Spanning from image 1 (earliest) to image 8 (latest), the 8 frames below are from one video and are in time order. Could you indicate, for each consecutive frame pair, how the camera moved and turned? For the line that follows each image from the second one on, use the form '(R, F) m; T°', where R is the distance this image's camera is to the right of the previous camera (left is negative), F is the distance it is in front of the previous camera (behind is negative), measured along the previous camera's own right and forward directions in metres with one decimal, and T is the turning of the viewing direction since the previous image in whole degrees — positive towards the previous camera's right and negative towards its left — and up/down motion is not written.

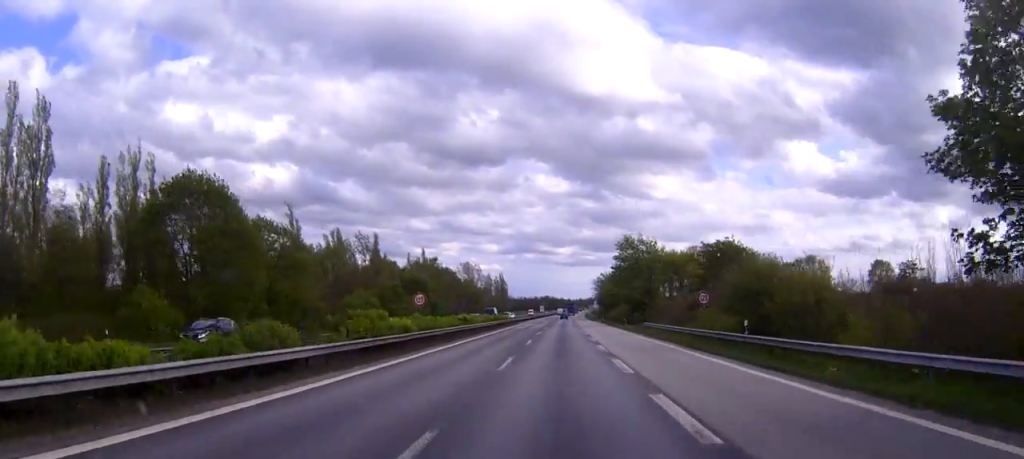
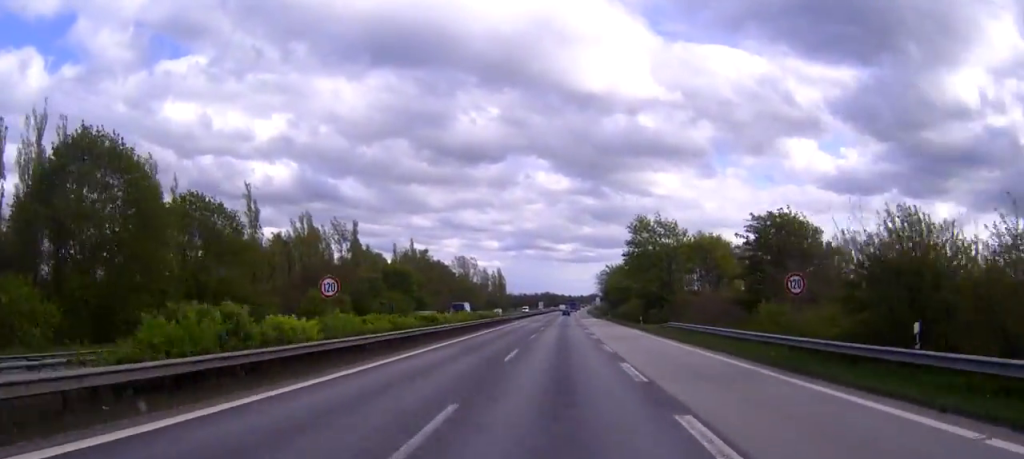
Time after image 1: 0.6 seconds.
(0.0, +15.6) m; 0°
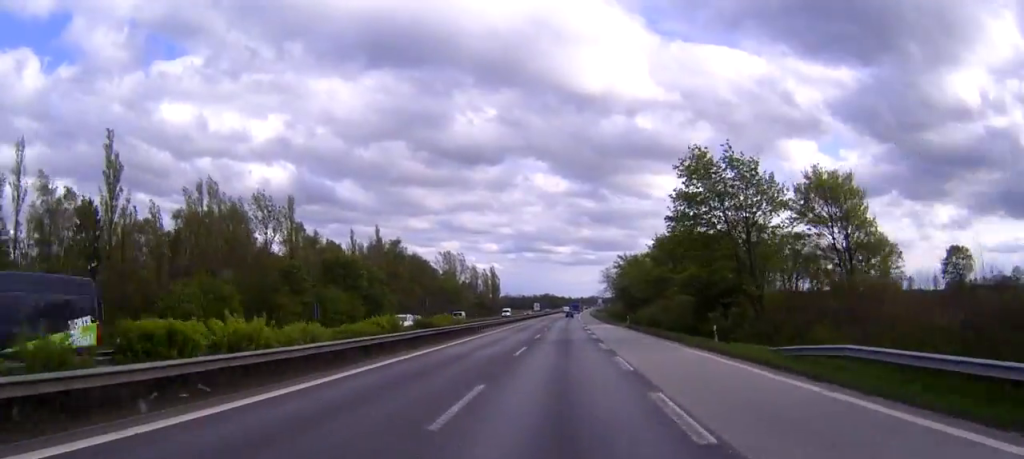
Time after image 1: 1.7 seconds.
(0.0, +32.2) m; 0°
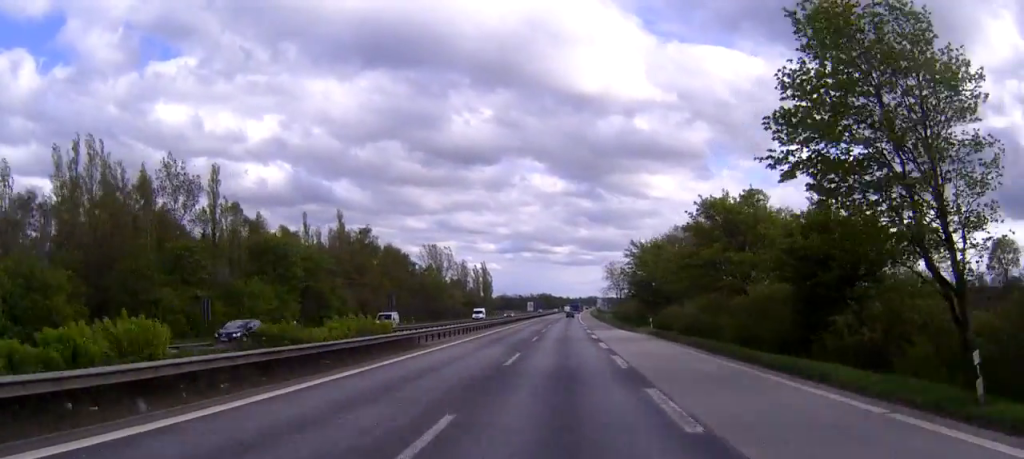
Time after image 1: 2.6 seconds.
(0.0, +23.0) m; 0°
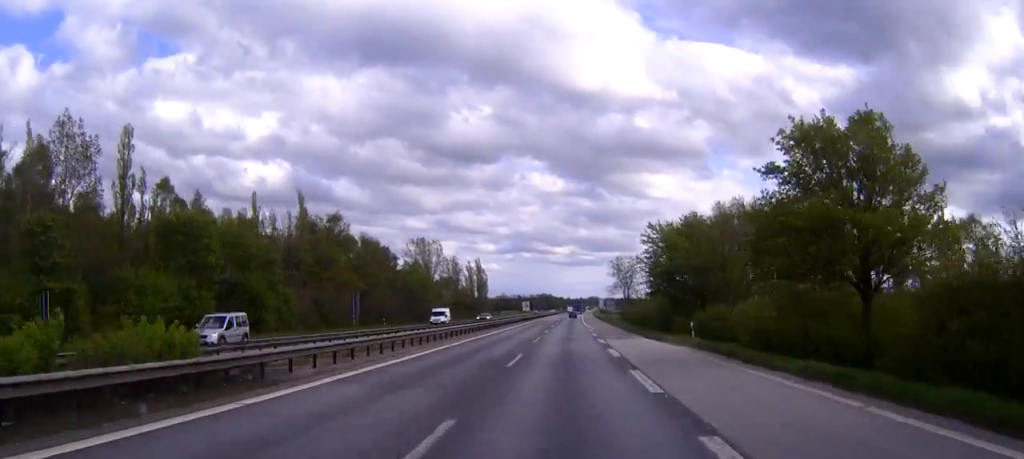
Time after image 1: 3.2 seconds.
(0.0, +18.4) m; 0°
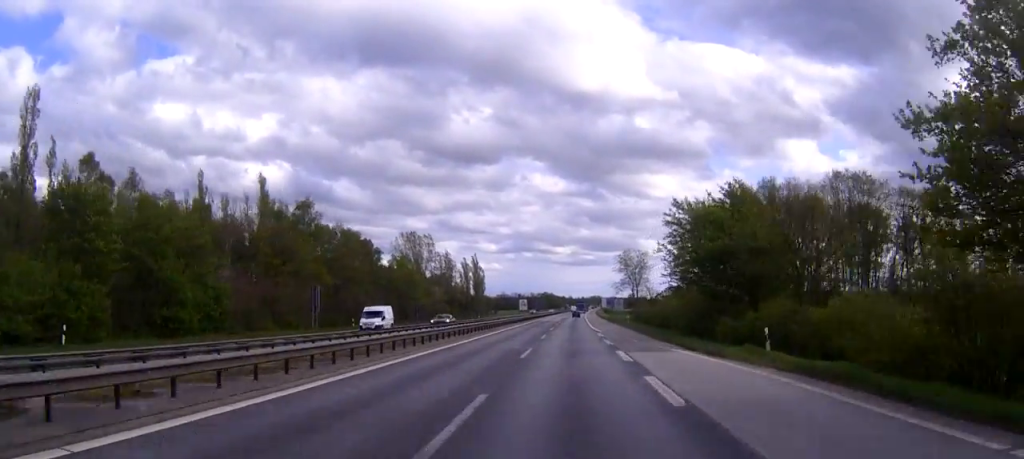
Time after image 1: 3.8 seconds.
(0.0, +14.7) m; 0°
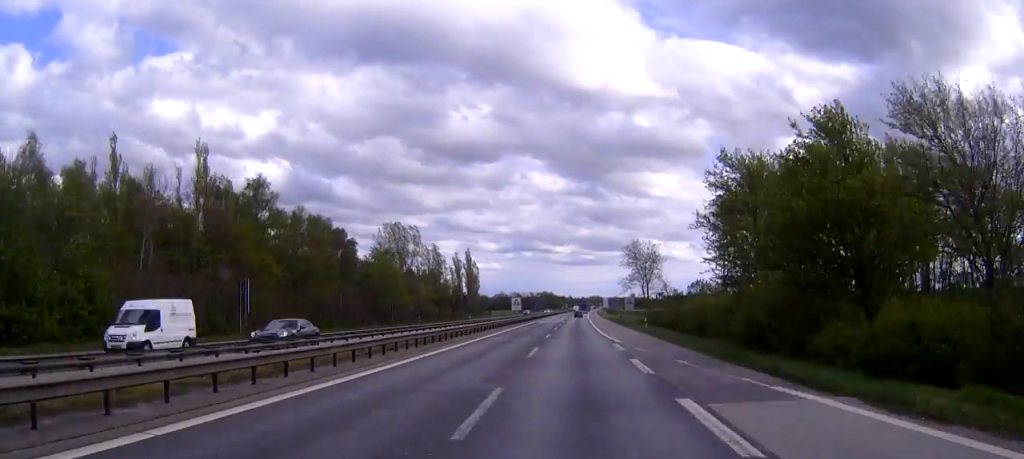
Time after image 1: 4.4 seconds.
(0.0, +16.5) m; 0°
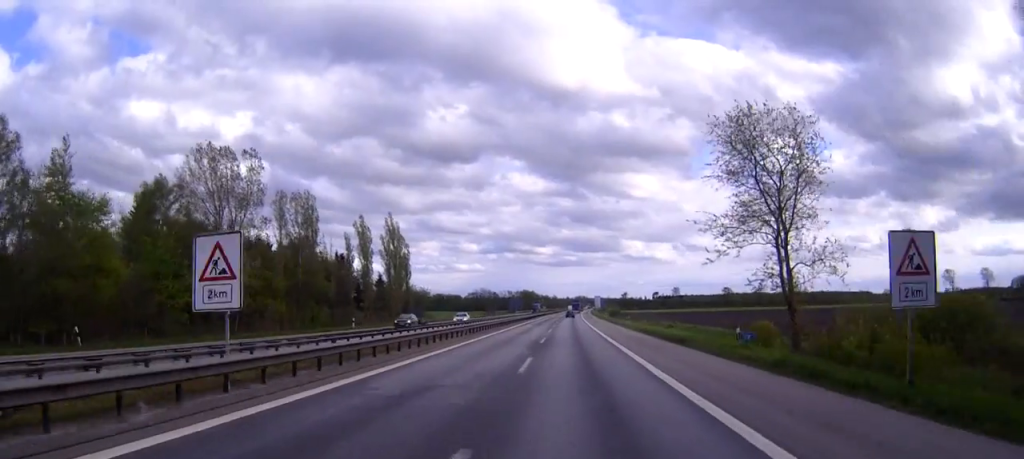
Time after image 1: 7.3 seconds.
(+0.7, +80.0) m; +1°
